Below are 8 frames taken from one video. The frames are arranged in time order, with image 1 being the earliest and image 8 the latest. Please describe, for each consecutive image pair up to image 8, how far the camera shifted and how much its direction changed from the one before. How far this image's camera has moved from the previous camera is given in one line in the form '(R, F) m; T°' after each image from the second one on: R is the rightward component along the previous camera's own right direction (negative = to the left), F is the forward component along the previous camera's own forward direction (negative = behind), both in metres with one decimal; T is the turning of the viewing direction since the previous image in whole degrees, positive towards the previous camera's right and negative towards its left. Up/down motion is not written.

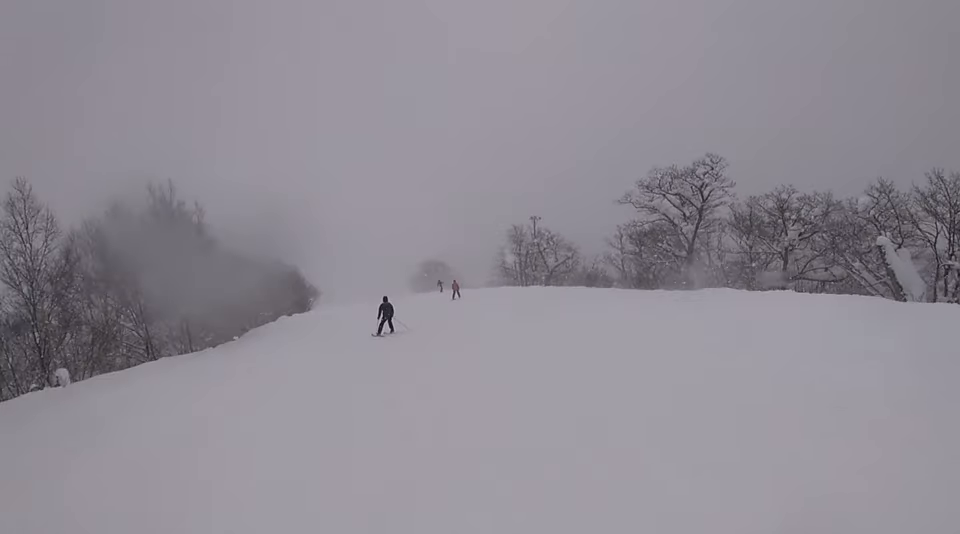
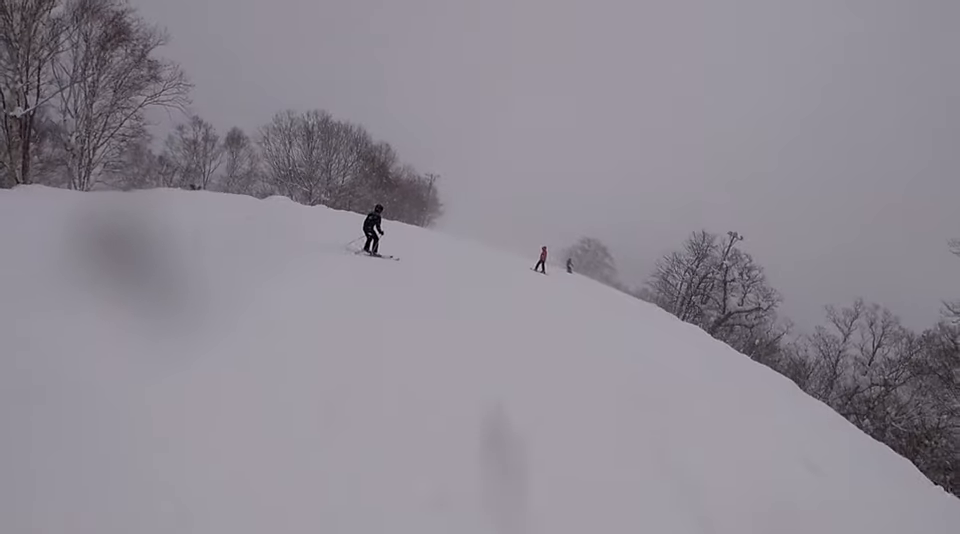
(+0.6, +20.0) m; -5°
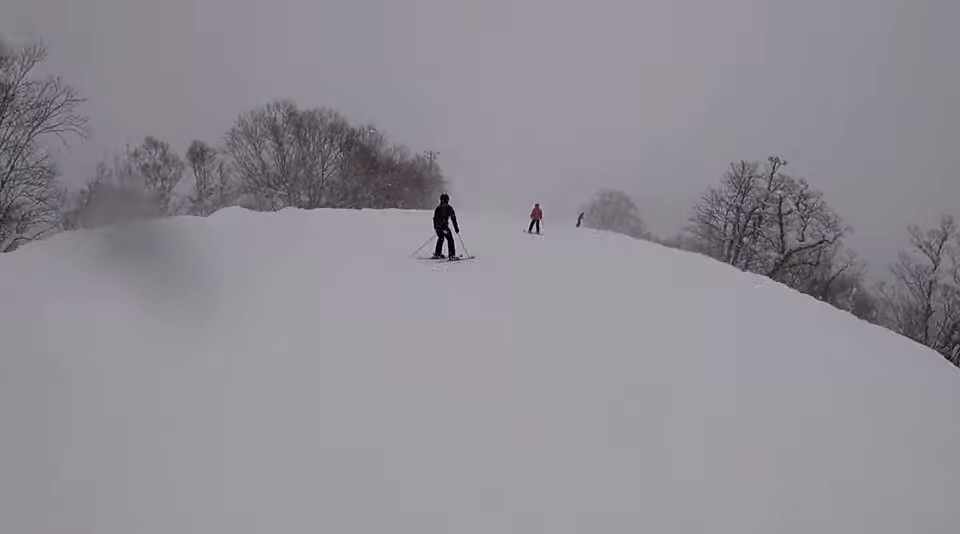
(+0.2, +6.0) m; -5°
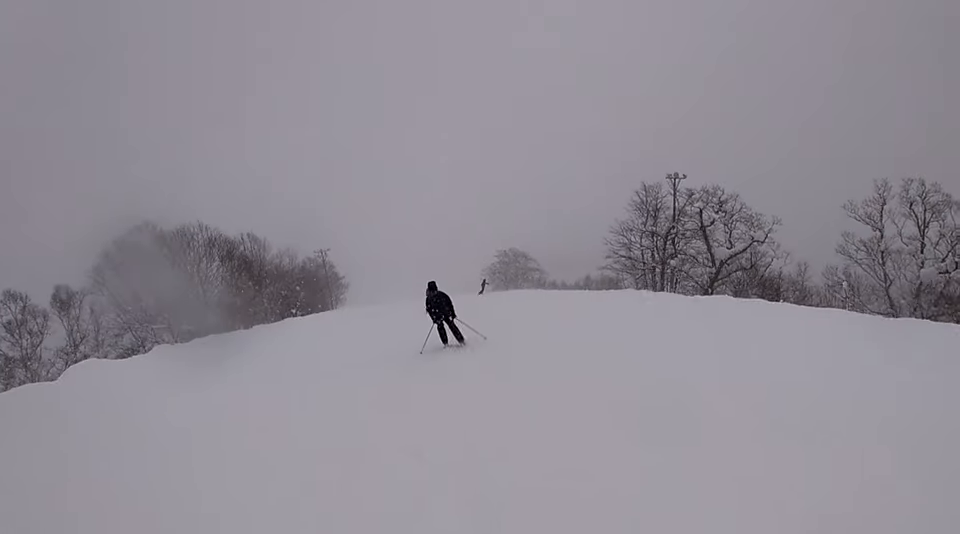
(-0.5, +4.8) m; -1°
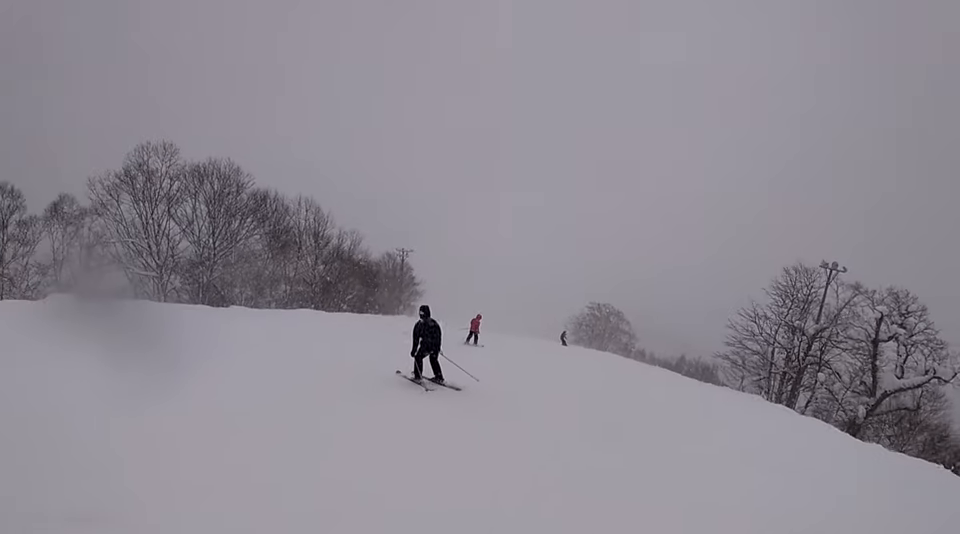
(+0.2, +9.5) m; +4°
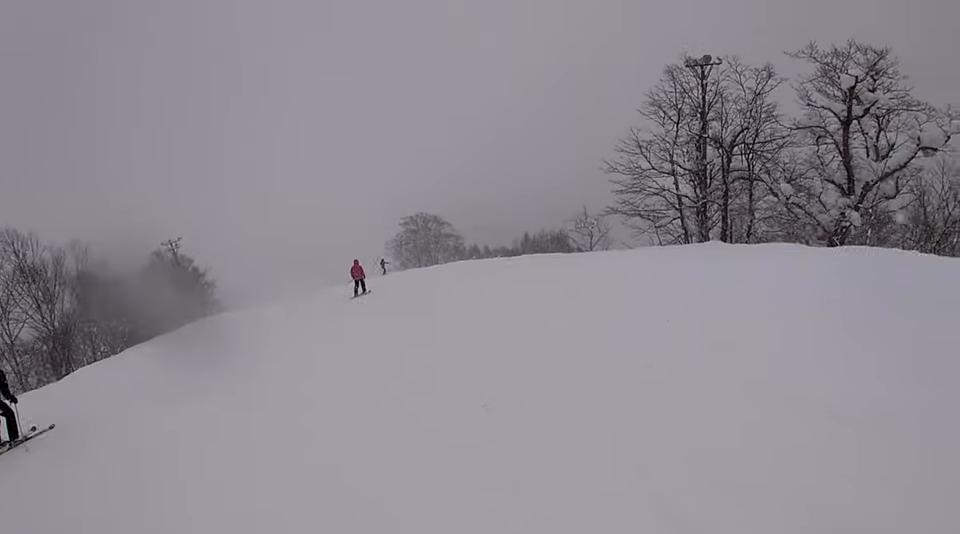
(-0.3, +10.3) m; 0°
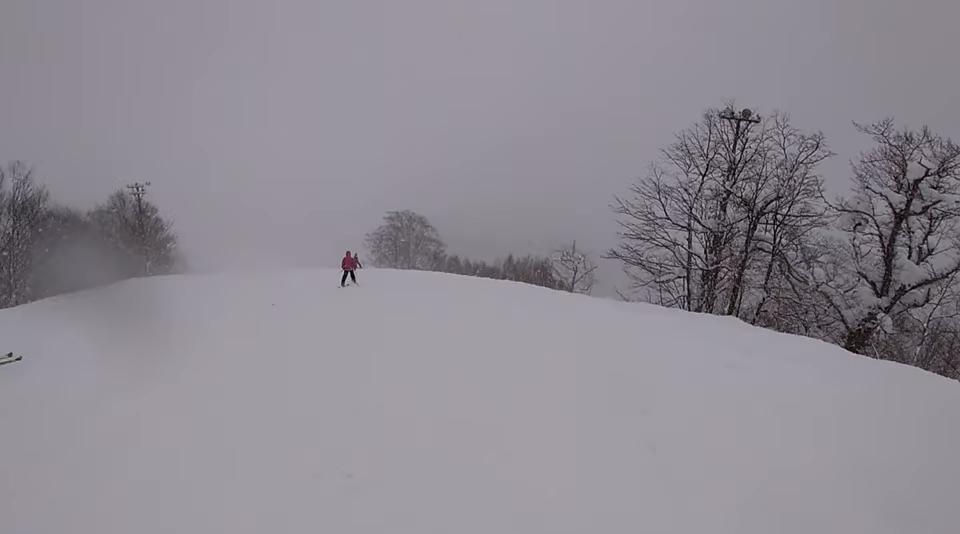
(0.0, +3.4) m; +2°
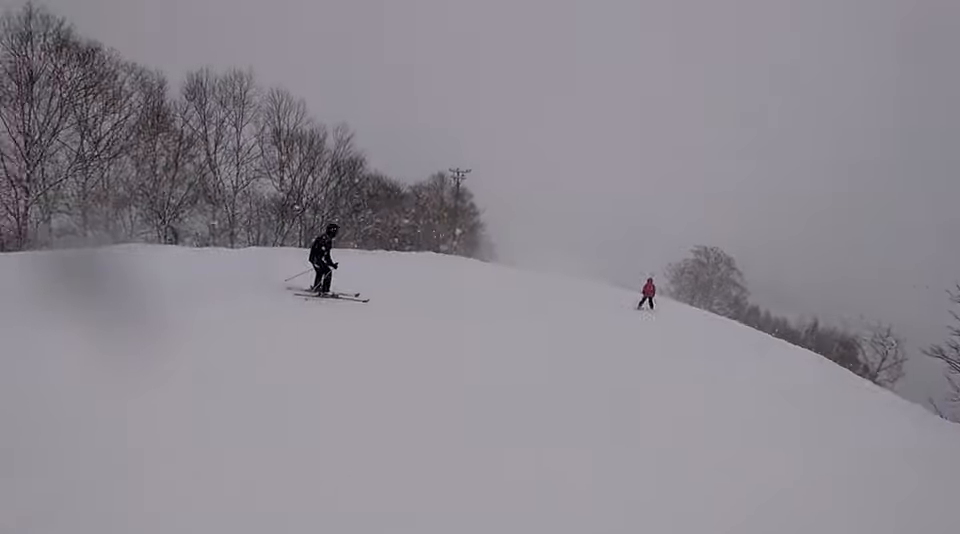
(+0.4, +1.7) m; -6°
